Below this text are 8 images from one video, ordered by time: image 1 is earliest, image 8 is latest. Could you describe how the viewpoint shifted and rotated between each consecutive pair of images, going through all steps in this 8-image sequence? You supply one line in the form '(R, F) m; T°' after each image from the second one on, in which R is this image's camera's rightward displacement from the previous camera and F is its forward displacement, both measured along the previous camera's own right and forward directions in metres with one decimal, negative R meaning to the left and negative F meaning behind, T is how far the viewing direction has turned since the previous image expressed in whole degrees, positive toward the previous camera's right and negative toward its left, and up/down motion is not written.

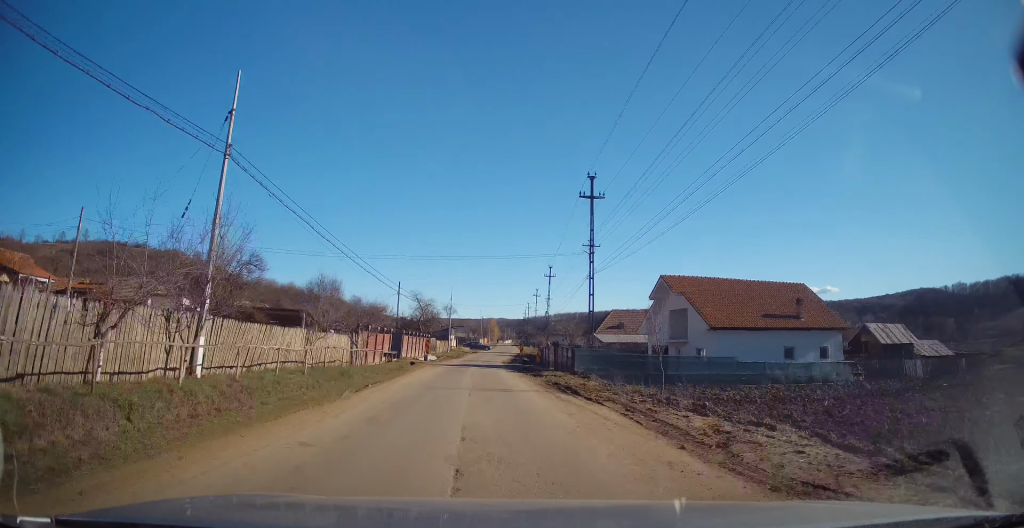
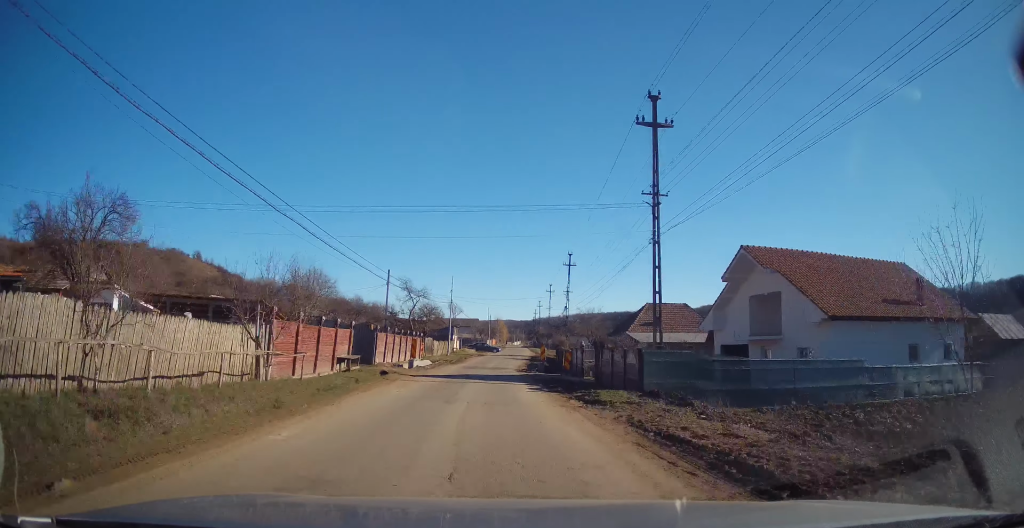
(+0.2, +11.7) m; +1°
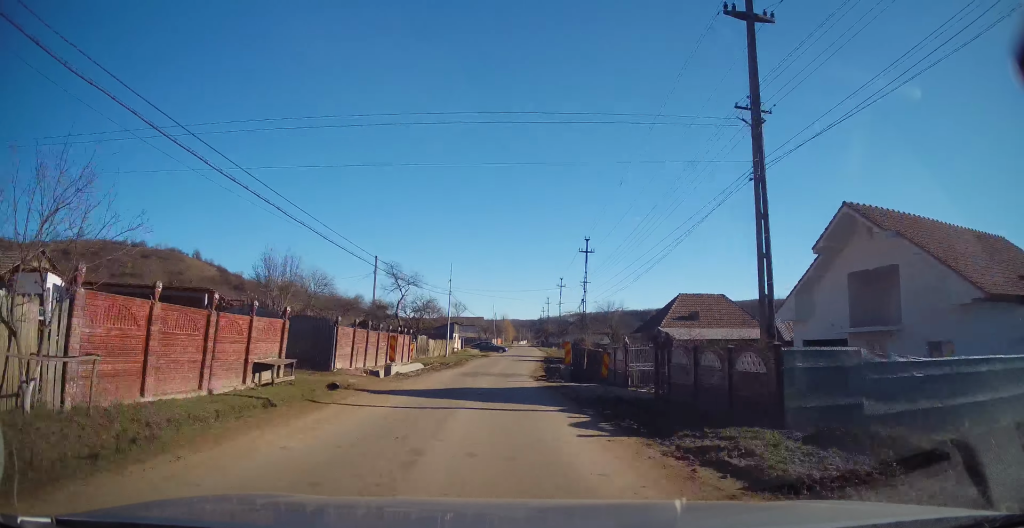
(0.0, +8.4) m; 0°
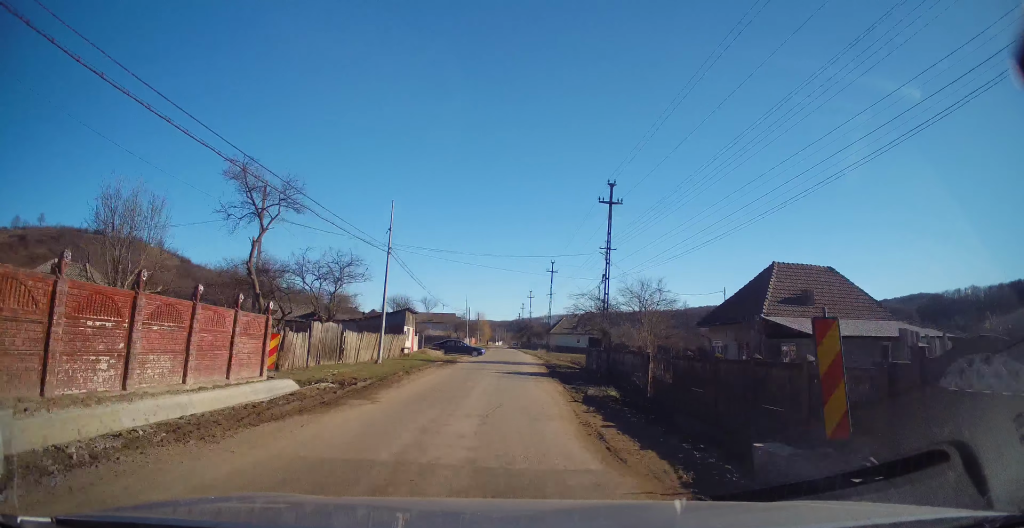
(0.0, +20.1) m; +2°
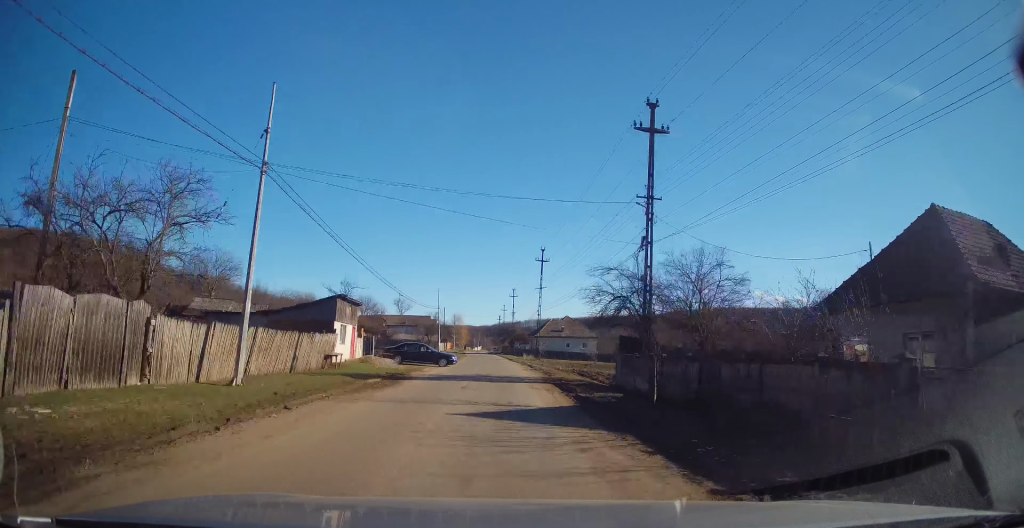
(+0.5, +13.4) m; +1°
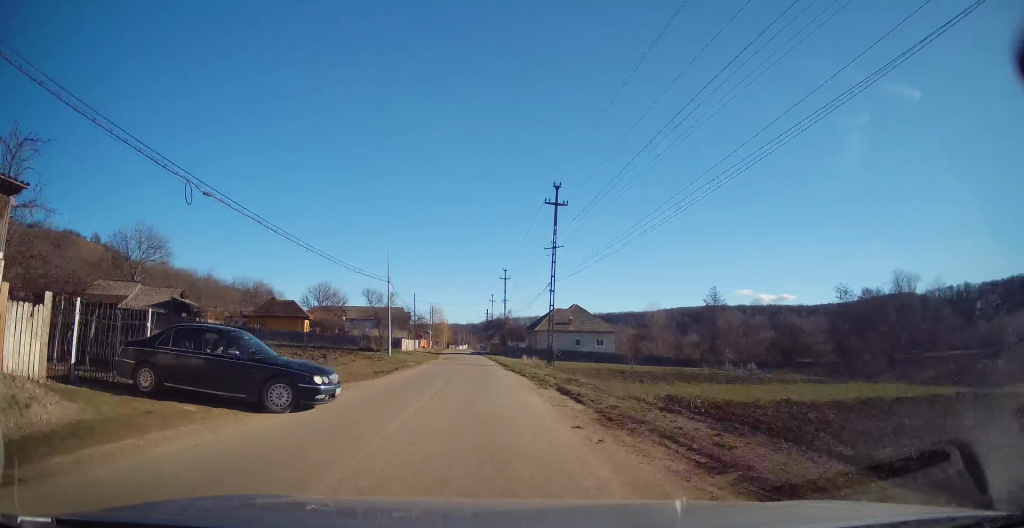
(0.0, +24.2) m; 0°
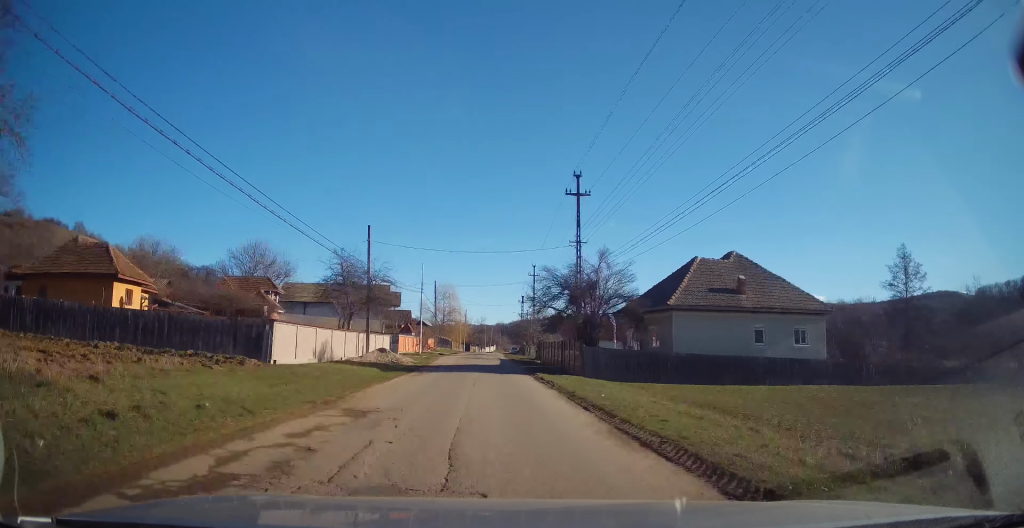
(-0.6, +44.6) m; -2°
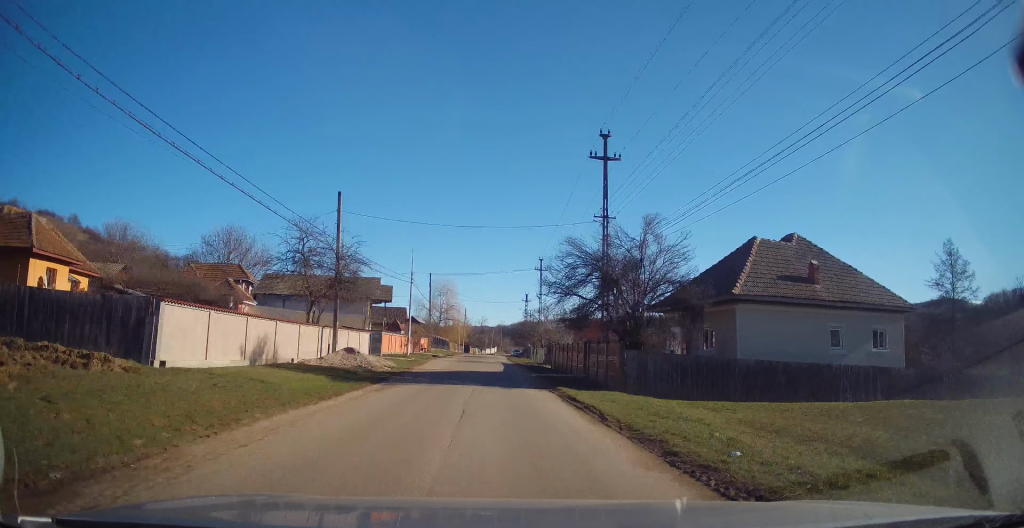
(0.0, +7.3) m; 0°
